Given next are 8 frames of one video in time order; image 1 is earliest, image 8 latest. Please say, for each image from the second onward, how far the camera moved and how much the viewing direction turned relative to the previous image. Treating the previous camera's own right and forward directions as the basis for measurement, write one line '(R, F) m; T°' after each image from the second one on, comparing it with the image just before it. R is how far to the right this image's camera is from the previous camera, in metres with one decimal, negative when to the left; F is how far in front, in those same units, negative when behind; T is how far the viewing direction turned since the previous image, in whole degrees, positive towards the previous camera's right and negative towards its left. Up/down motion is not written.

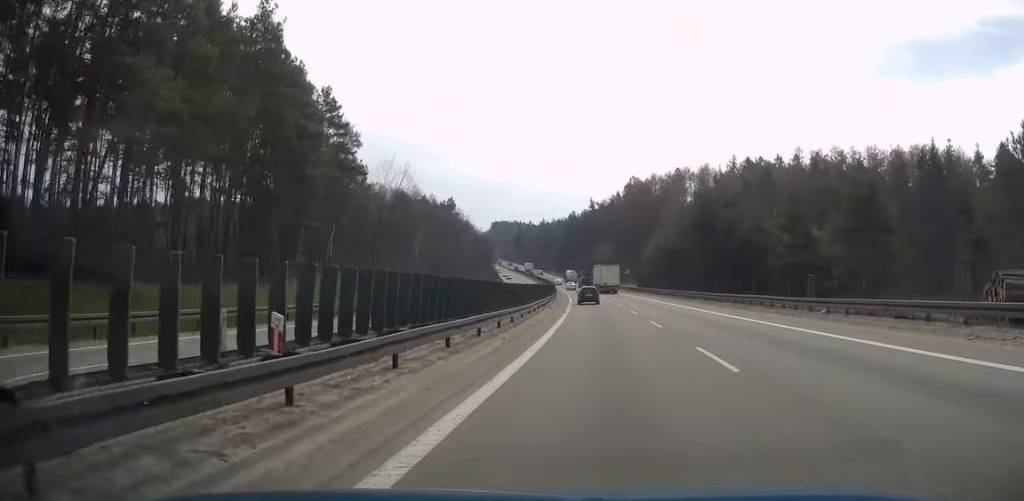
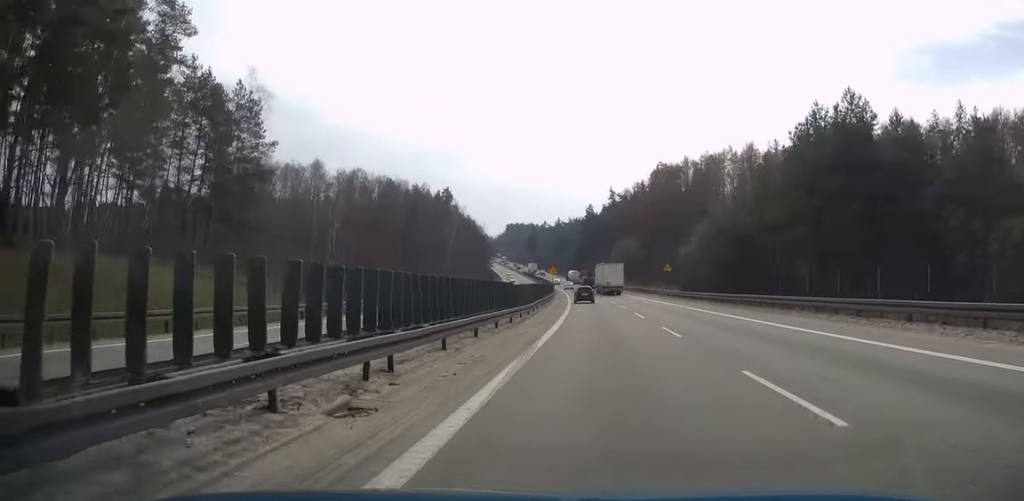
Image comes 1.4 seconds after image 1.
(-0.8, +40.5) m; -2°
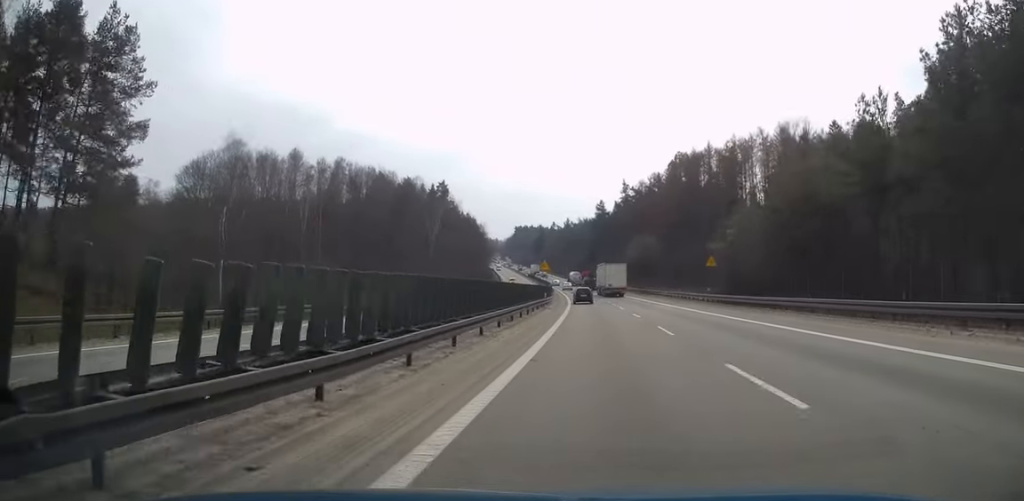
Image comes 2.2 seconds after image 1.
(-0.1, +22.8) m; -1°
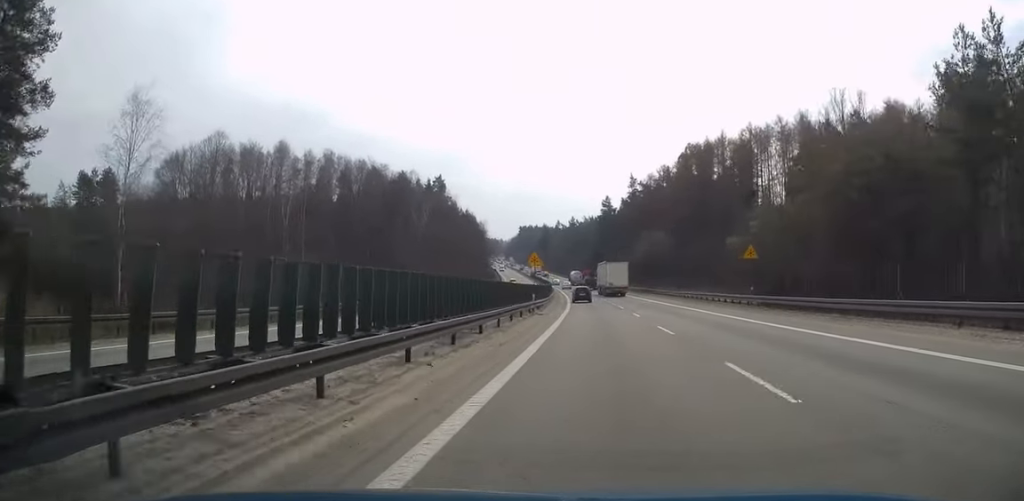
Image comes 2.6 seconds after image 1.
(0.0, +11.9) m; 0°
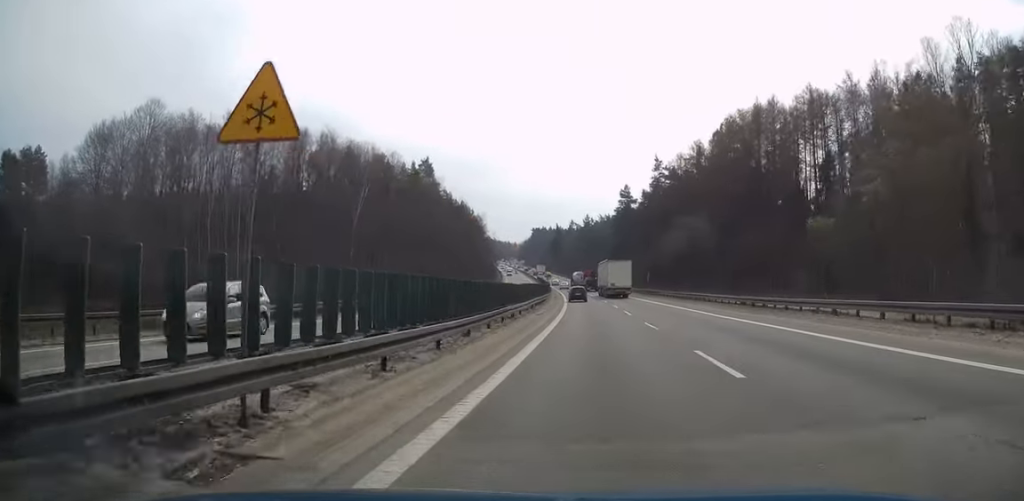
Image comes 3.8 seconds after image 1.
(-0.4, +33.4) m; -2°
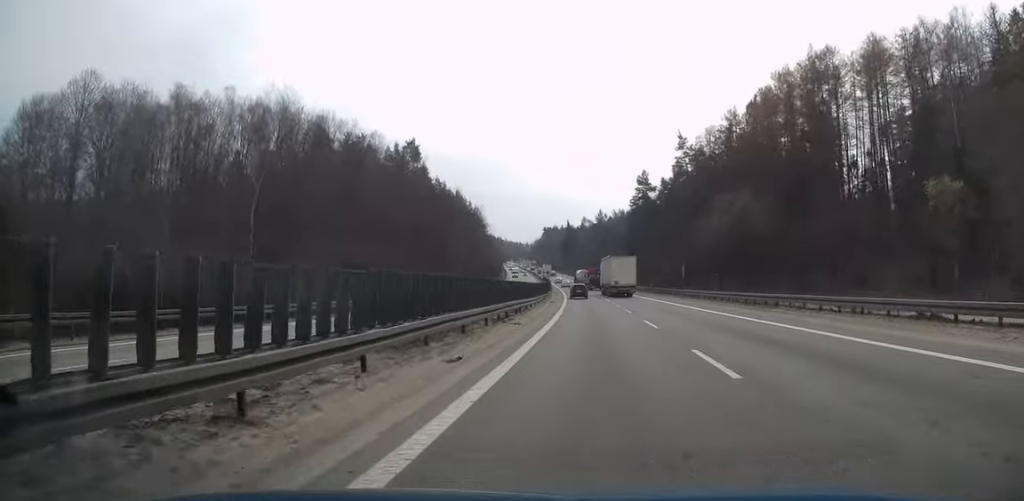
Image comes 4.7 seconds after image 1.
(-0.3, +24.2) m; -1°
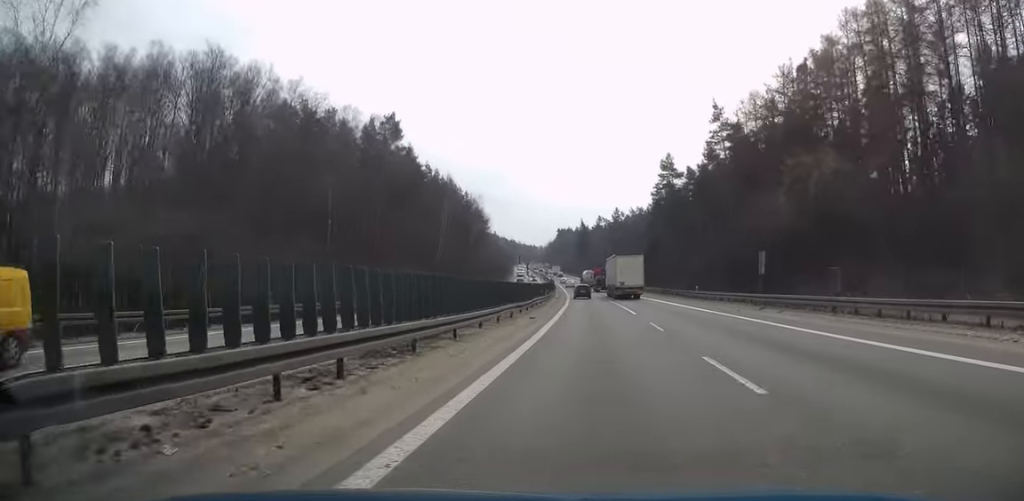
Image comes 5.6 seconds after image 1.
(-0.2, +25.2) m; -1°
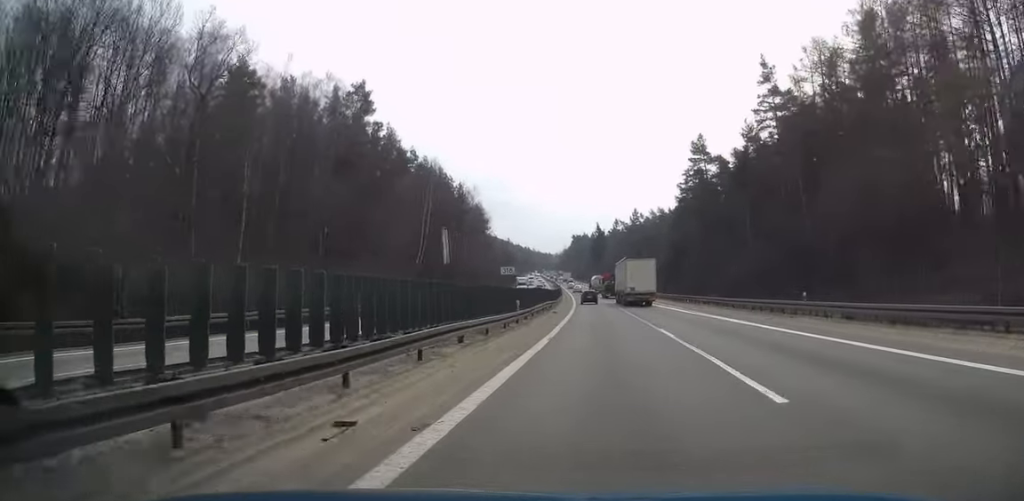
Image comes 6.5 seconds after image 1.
(-0.2, +24.3) m; -1°
